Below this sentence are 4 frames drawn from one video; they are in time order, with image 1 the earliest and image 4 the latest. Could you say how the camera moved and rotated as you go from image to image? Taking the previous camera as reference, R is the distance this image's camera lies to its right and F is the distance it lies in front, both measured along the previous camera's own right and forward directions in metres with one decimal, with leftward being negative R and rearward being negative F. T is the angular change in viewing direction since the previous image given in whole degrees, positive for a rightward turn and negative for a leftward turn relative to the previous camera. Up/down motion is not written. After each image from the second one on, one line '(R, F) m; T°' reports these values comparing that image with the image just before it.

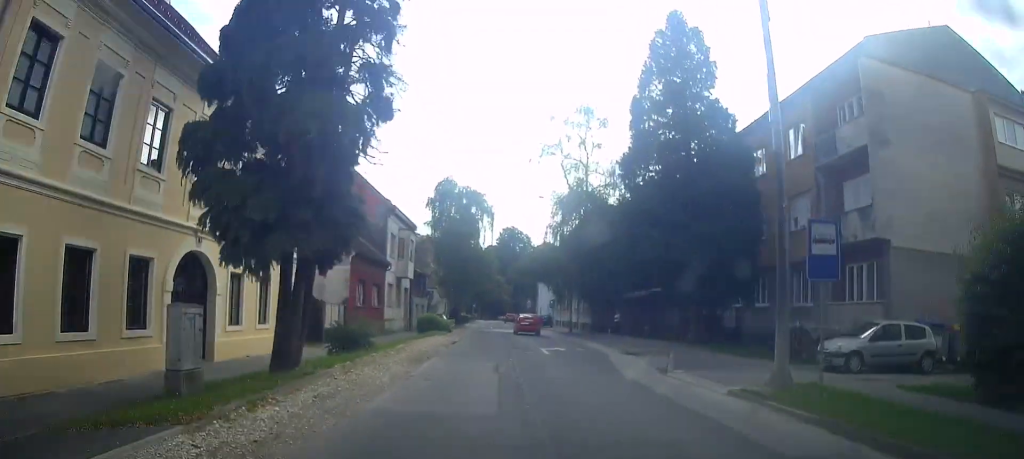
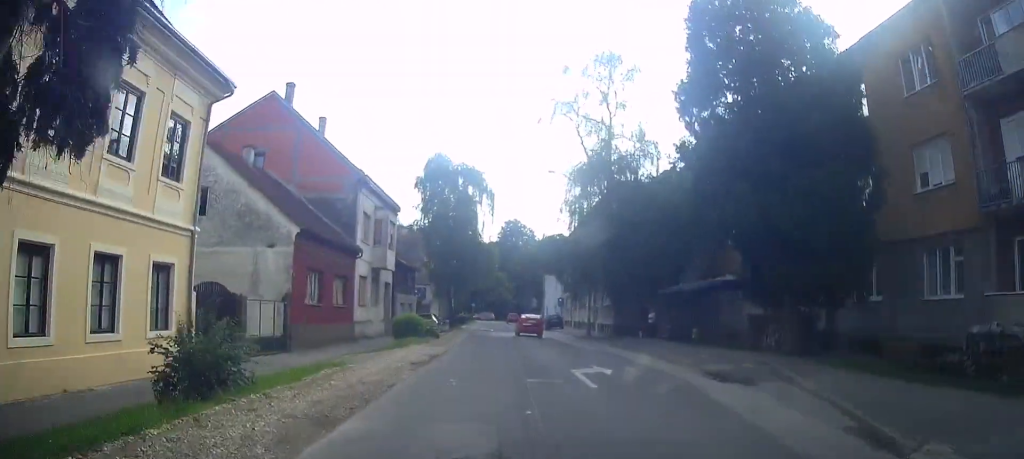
(-0.3, +9.4) m; 0°
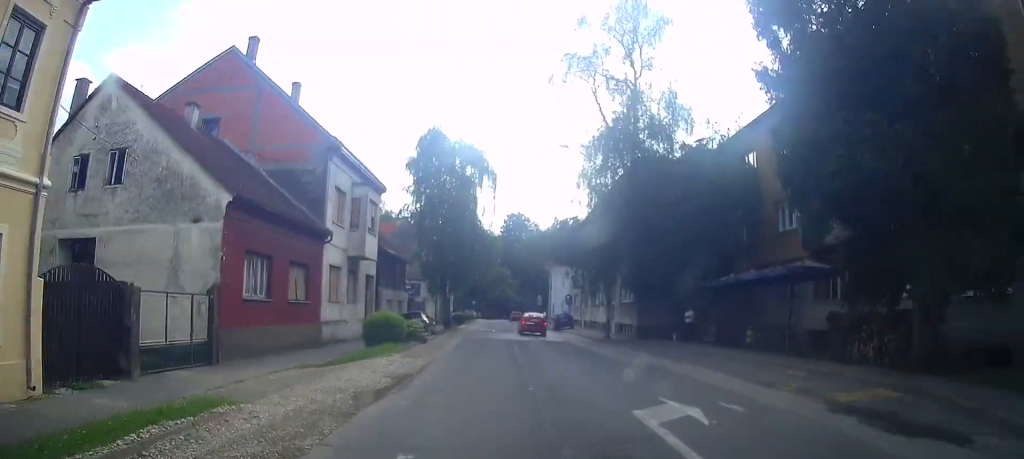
(0.0, +6.4) m; 0°
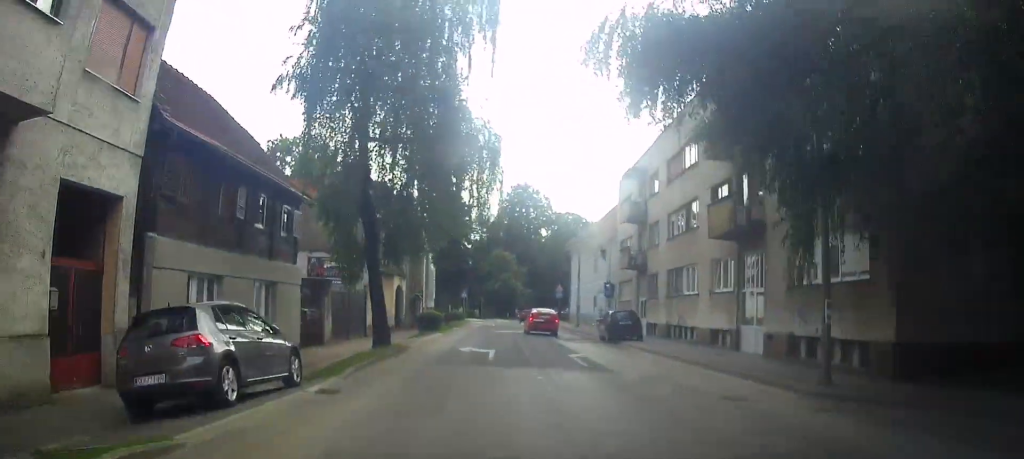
(+0.3, +24.1) m; -1°
